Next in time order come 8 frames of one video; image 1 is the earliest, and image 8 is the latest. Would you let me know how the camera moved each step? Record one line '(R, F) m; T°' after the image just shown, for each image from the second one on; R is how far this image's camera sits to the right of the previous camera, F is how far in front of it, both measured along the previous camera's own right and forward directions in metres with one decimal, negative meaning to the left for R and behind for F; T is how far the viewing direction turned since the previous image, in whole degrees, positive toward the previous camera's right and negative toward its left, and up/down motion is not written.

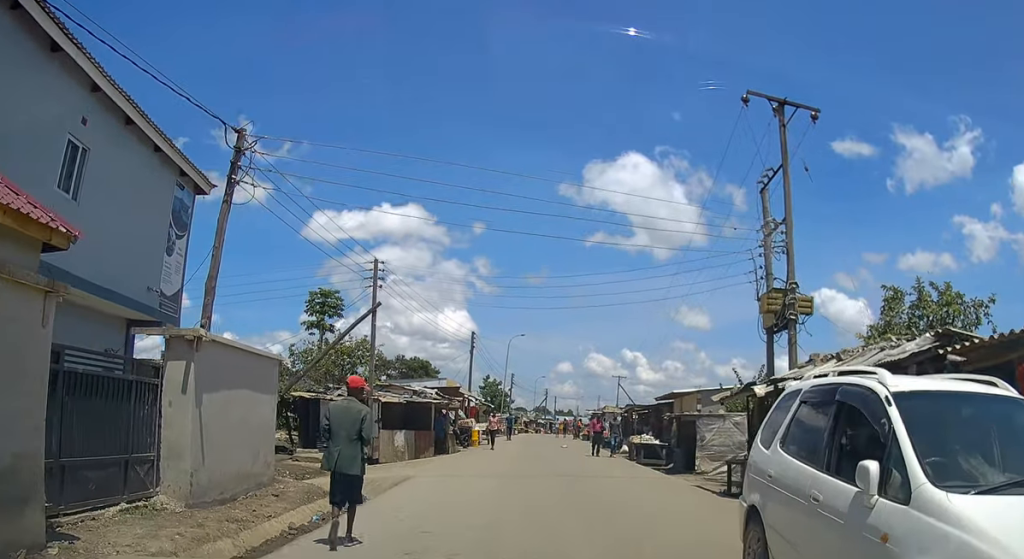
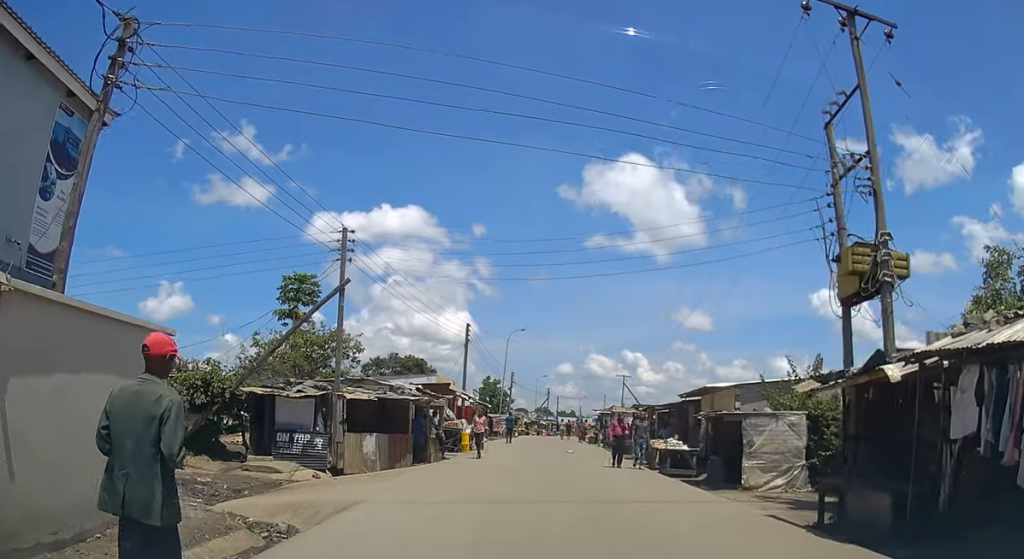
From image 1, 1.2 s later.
(+0.1, +4.6) m; +2°
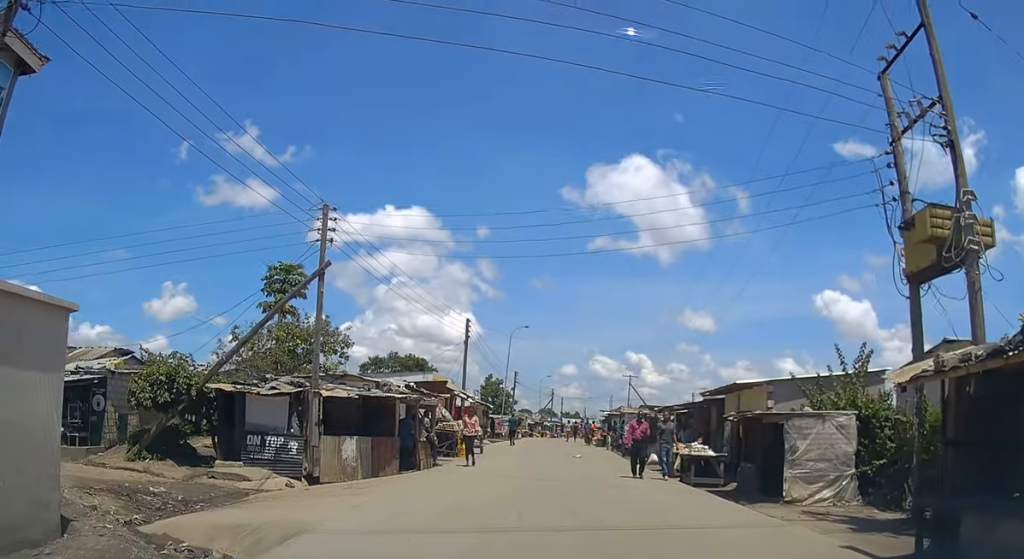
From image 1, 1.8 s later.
(+0.1, +2.5) m; 0°
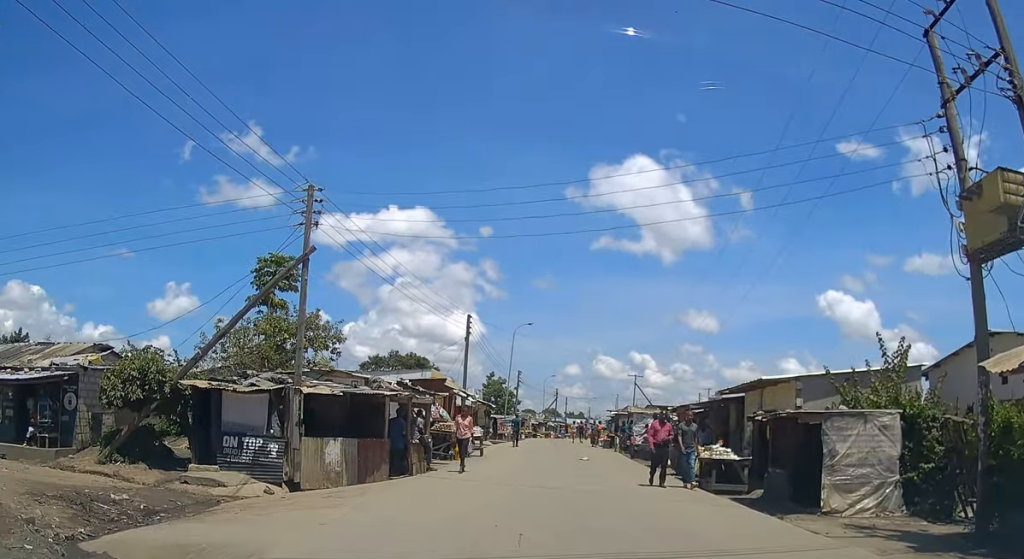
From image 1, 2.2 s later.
(-0.1, +1.8) m; -1°
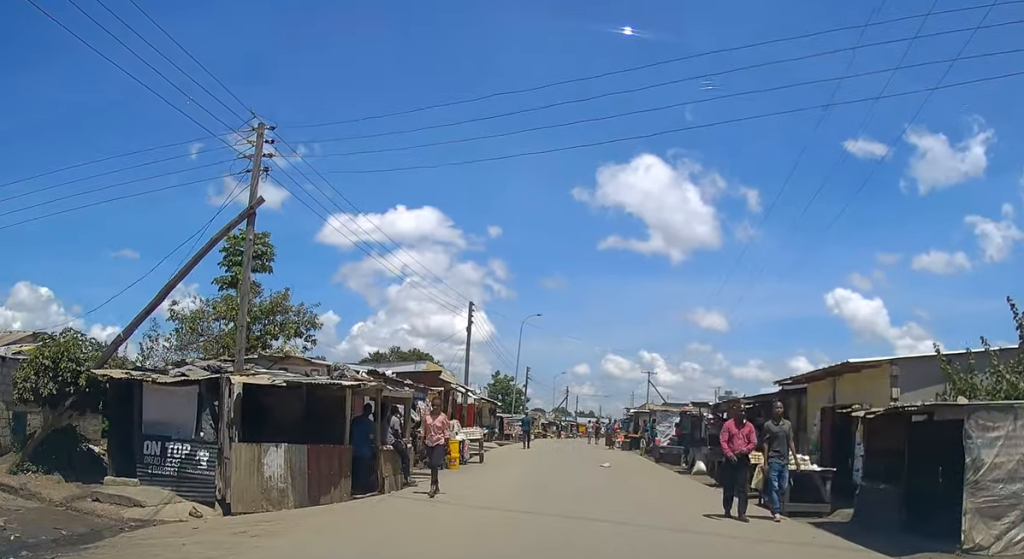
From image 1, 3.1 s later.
(-0.1, +4.3) m; -2°
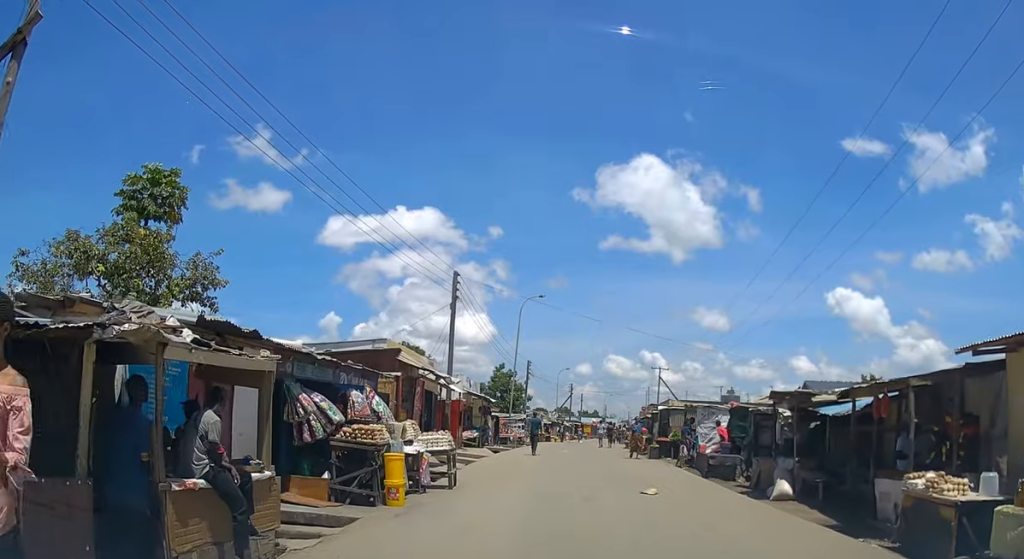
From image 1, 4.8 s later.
(0.0, +7.7) m; +1°
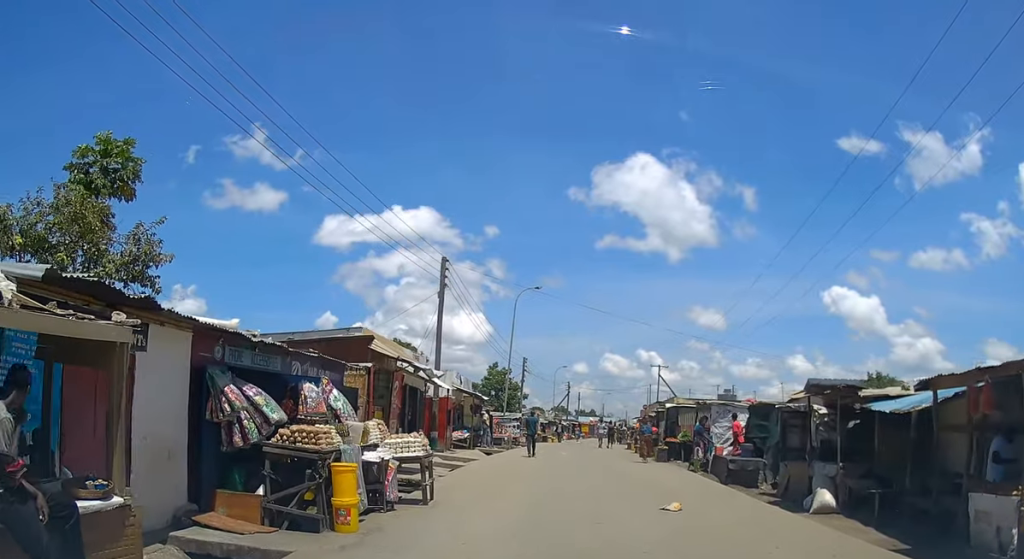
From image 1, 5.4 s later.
(0.0, +2.5) m; 0°
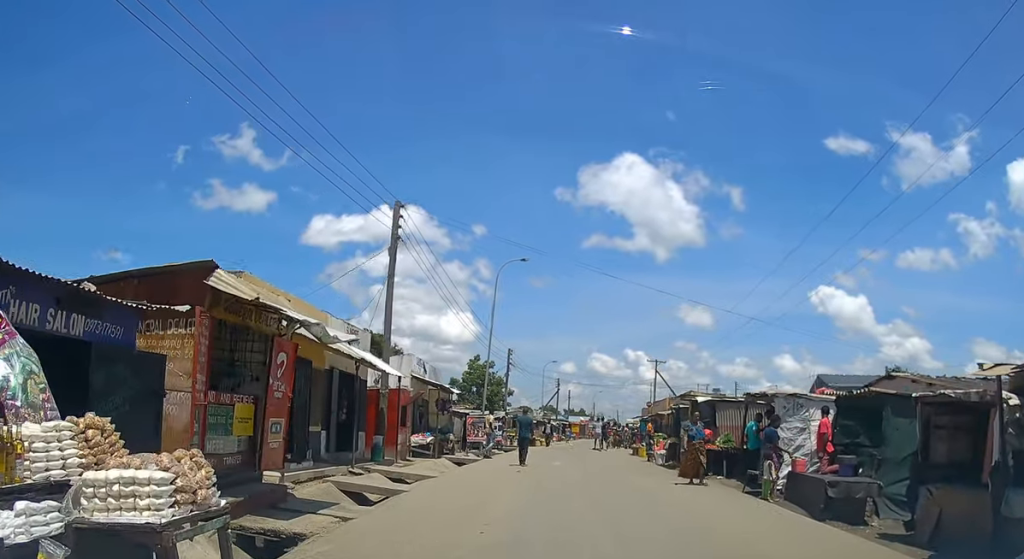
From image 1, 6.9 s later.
(+0.1, +7.0) m; +2°
